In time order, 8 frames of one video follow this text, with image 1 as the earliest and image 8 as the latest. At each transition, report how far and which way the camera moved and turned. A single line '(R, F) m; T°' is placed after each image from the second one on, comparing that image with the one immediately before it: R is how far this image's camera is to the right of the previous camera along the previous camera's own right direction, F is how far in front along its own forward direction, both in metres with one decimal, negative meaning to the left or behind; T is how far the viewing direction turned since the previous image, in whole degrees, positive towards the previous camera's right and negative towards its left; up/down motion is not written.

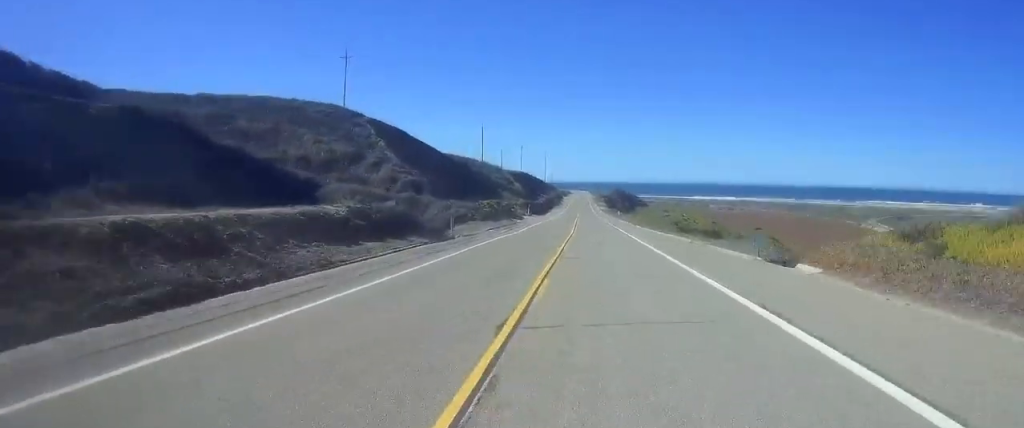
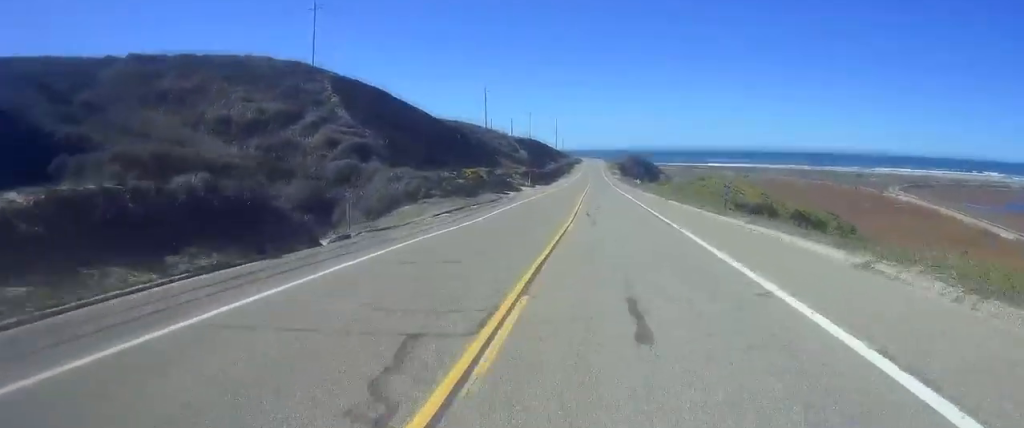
(0.0, +19.7) m; 0°
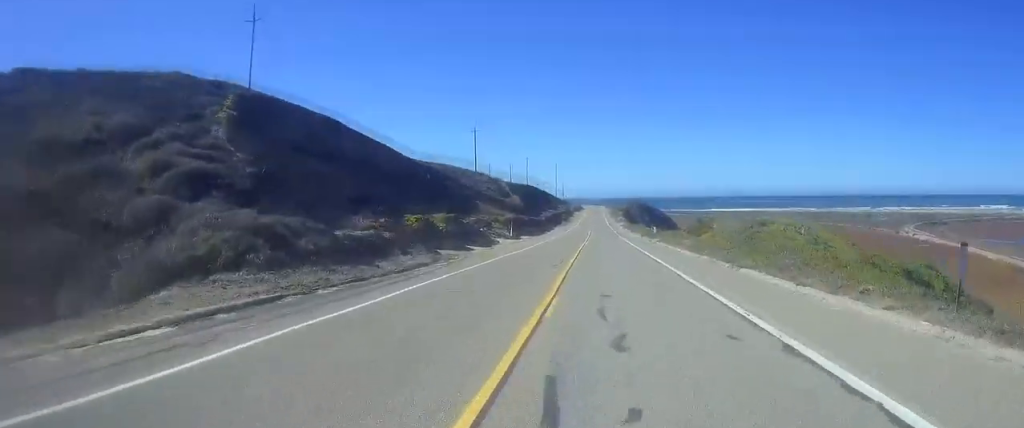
(0.0, +21.5) m; 0°
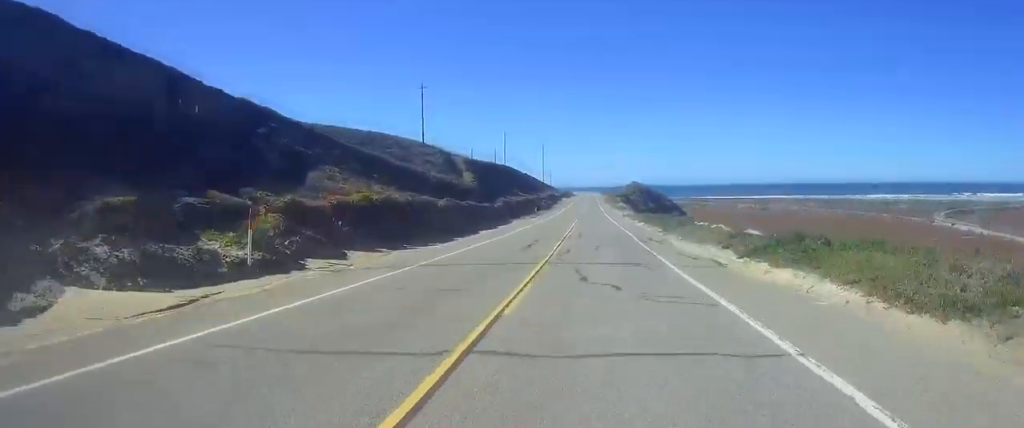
(-2.1, +51.5) m; -4°
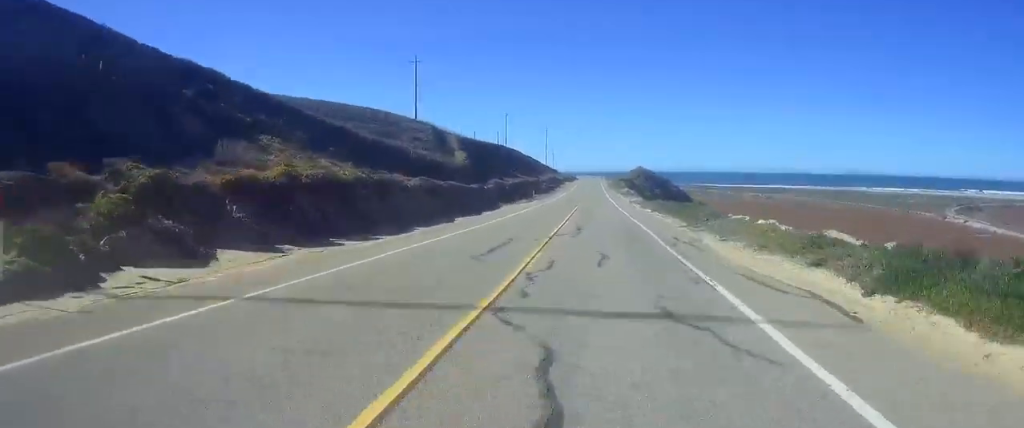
(0.0, +10.2) m; 0°
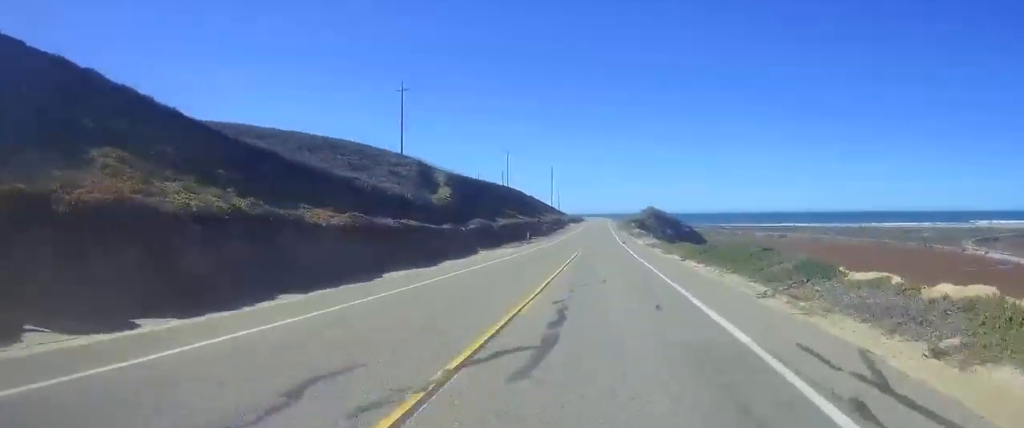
(+0.4, +16.4) m; +1°
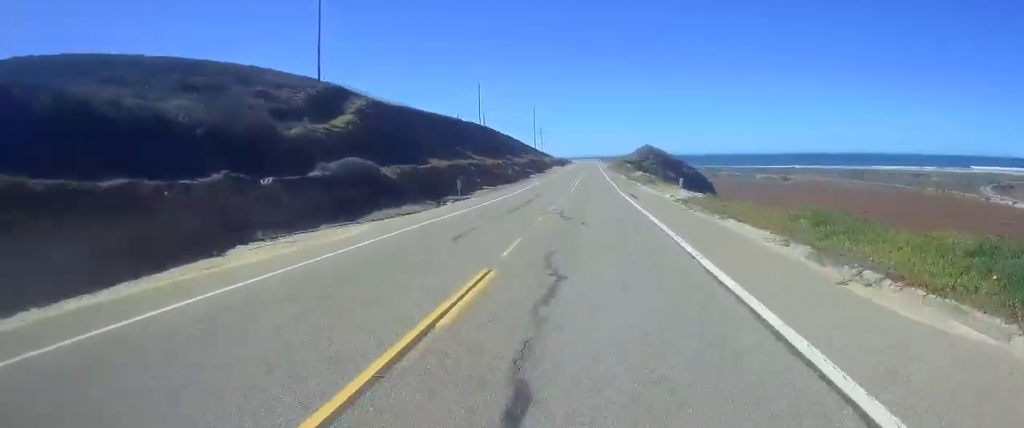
(+0.2, +35.9) m; 0°
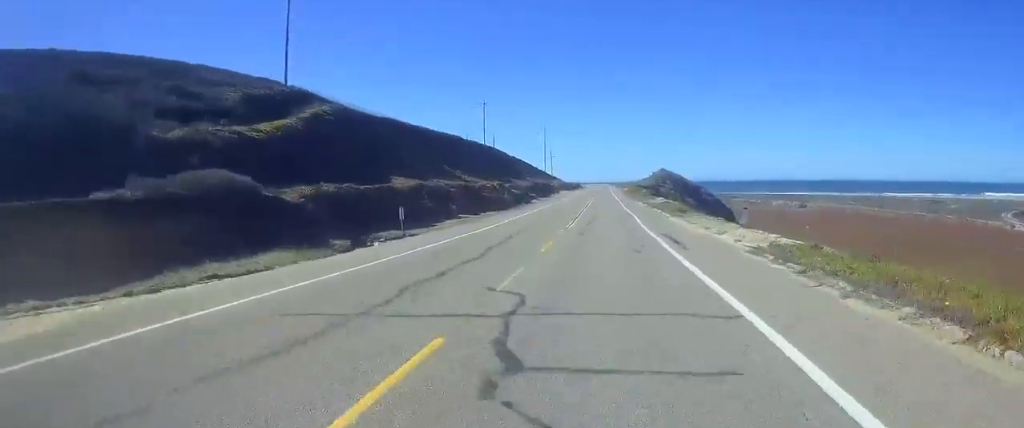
(0.0, +16.4) m; 0°
